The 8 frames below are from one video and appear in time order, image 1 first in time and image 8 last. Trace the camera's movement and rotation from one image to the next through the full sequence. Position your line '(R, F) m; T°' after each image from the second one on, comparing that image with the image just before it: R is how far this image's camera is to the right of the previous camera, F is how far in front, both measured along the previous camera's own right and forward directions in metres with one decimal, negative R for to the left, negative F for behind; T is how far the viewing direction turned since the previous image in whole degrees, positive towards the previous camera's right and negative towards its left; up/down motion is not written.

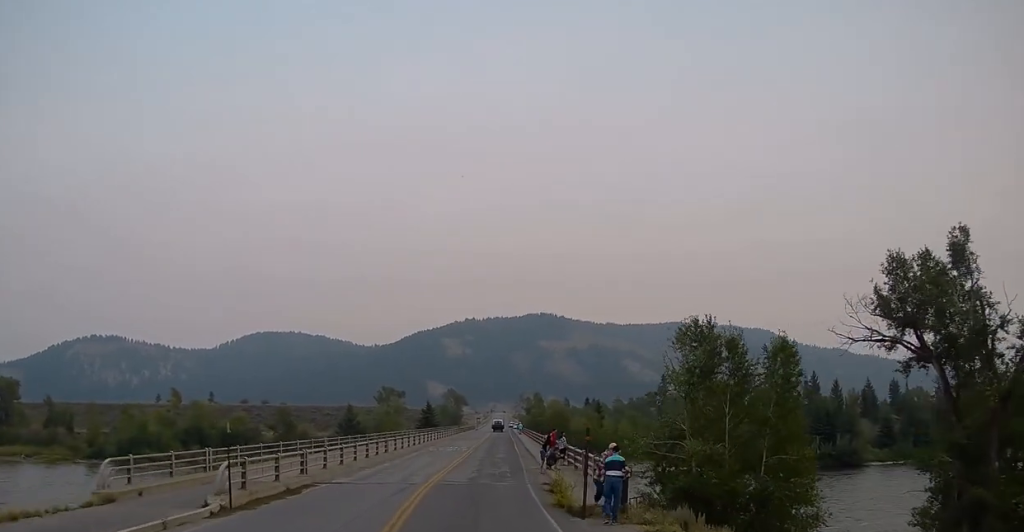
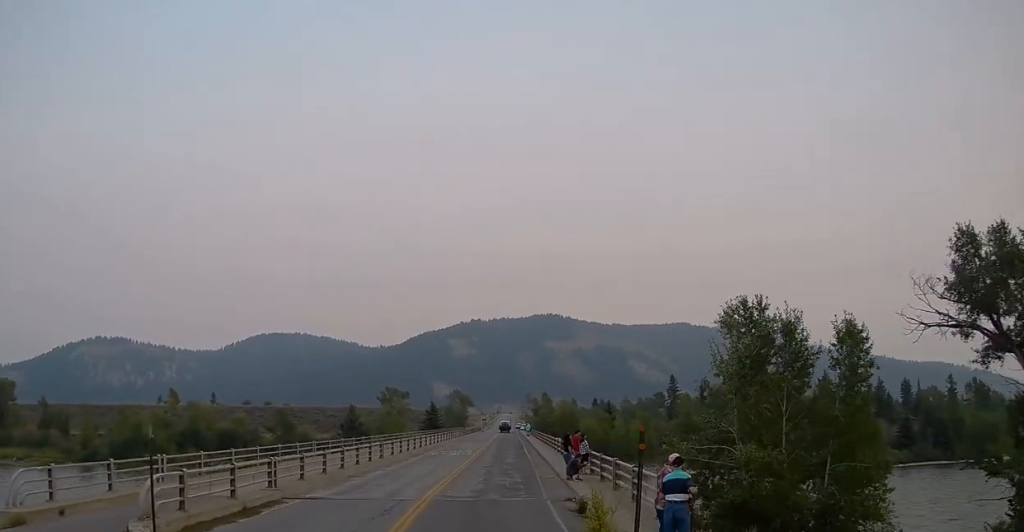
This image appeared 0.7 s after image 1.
(0.0, +5.0) m; 0°
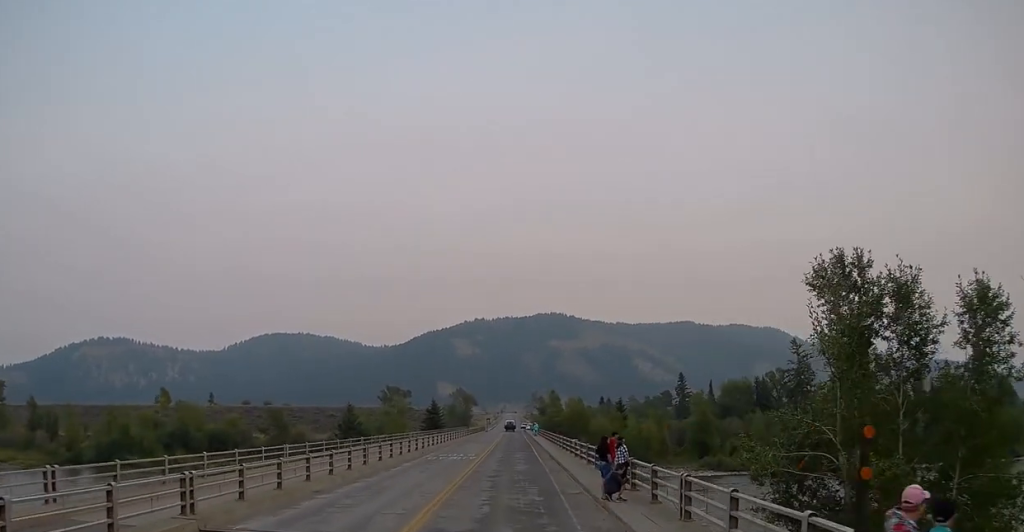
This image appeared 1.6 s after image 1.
(0.0, +6.8) m; +1°
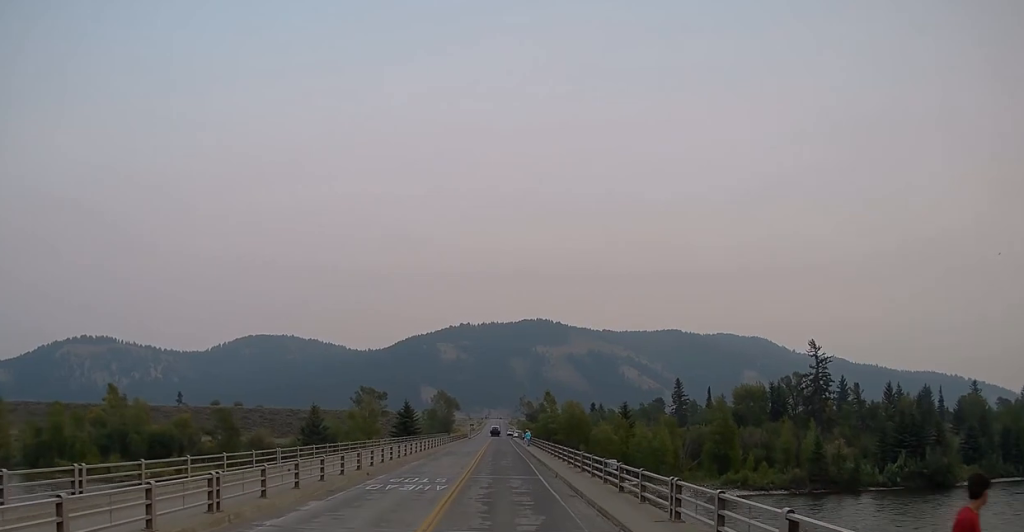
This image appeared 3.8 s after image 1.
(+0.3, +16.4) m; +1°
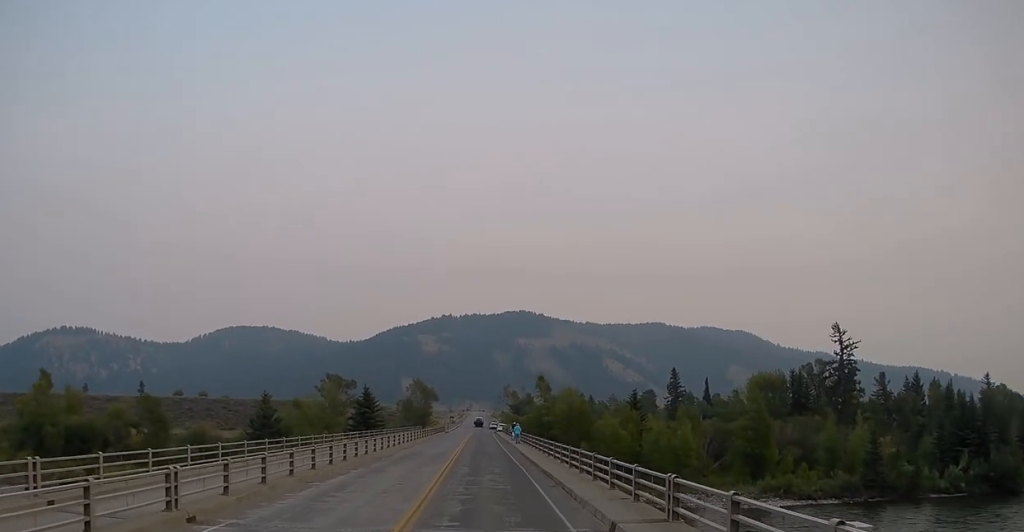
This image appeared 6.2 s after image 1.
(+0.1, +18.5) m; 0°
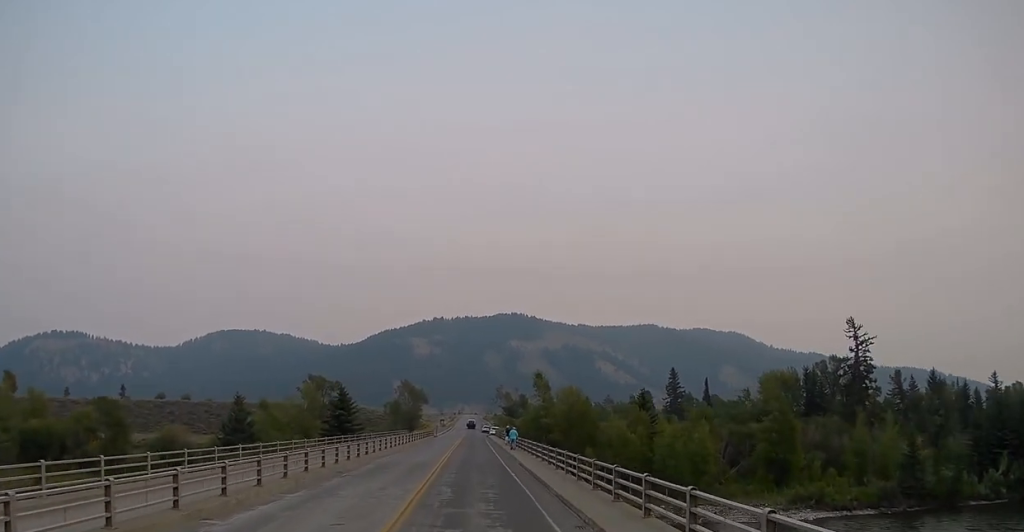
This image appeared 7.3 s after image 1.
(0.0, +8.7) m; 0°
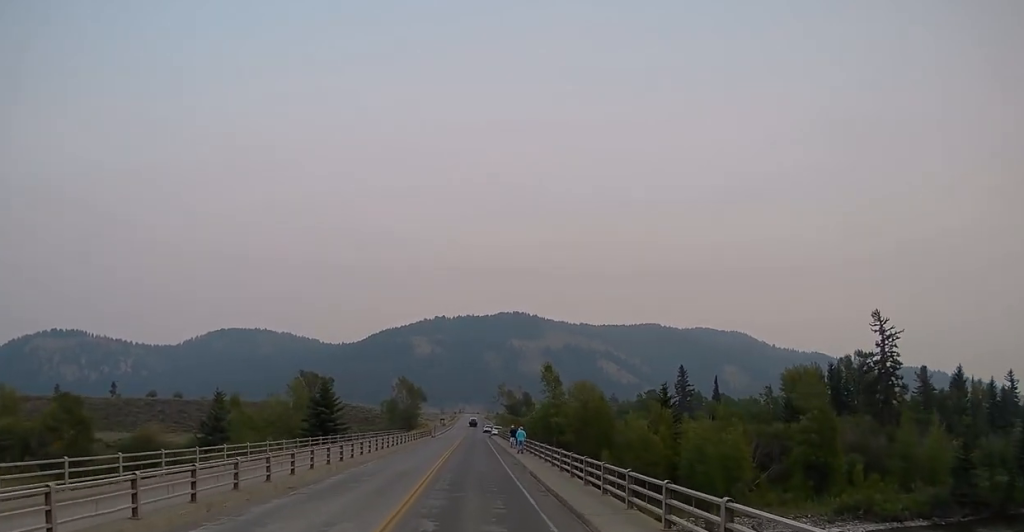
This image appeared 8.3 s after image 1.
(0.0, +8.1) m; +1°
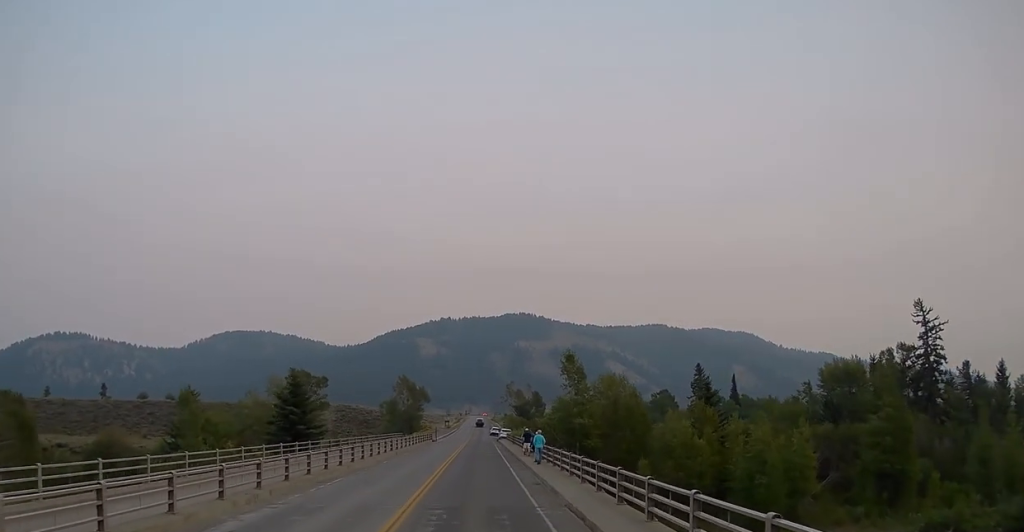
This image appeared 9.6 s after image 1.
(+0.2, +10.6) m; 0°
